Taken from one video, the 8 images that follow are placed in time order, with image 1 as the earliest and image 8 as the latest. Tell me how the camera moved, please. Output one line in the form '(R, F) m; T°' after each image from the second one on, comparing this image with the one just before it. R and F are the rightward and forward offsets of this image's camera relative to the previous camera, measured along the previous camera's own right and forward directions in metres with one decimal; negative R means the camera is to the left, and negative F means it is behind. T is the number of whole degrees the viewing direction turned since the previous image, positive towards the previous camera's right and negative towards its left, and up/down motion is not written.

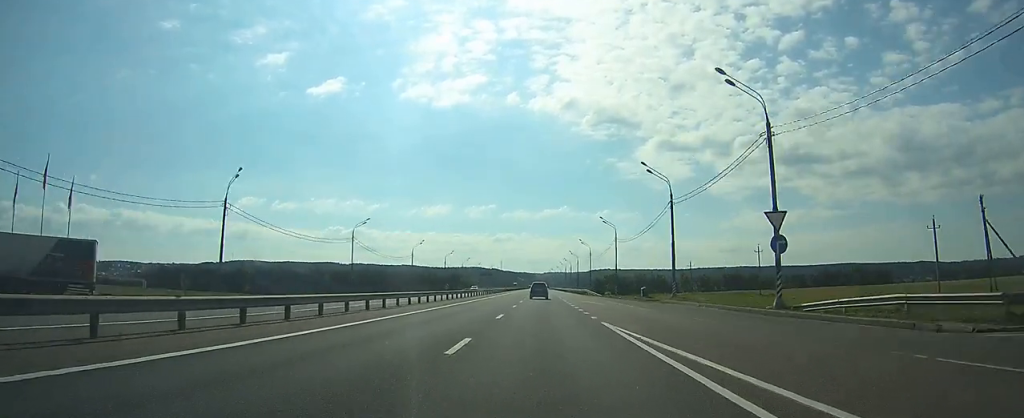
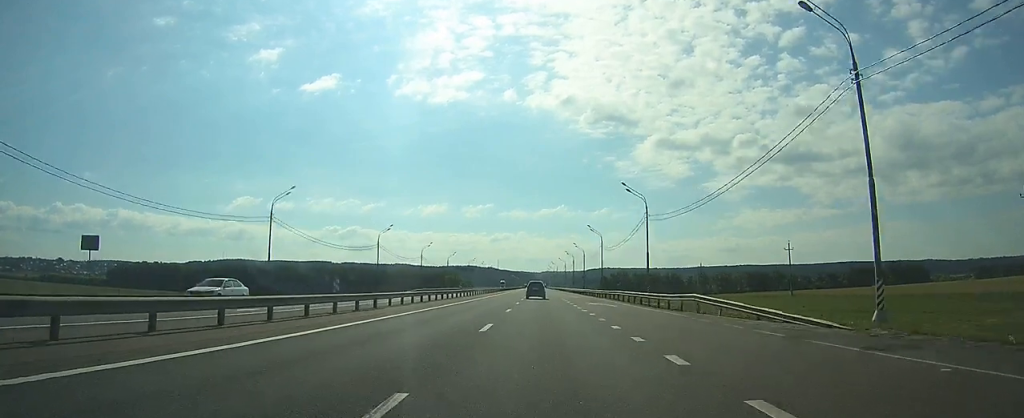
(-0.1, +66.2) m; 0°
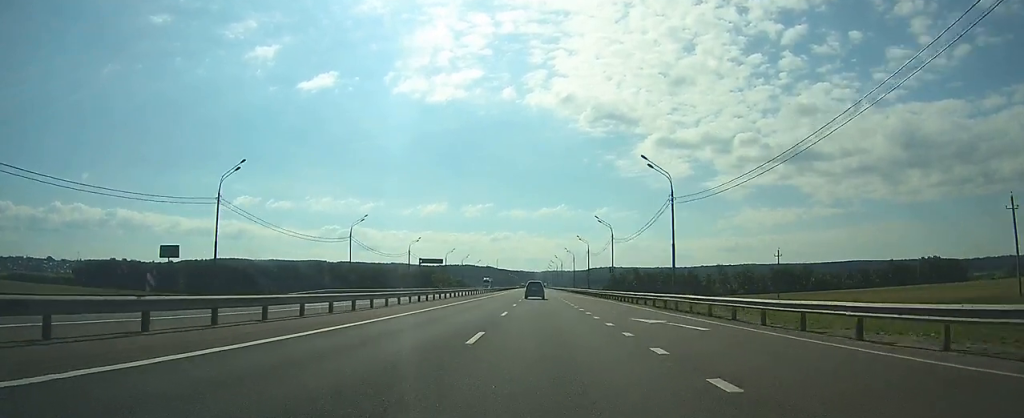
(+0.3, +50.2) m; 0°
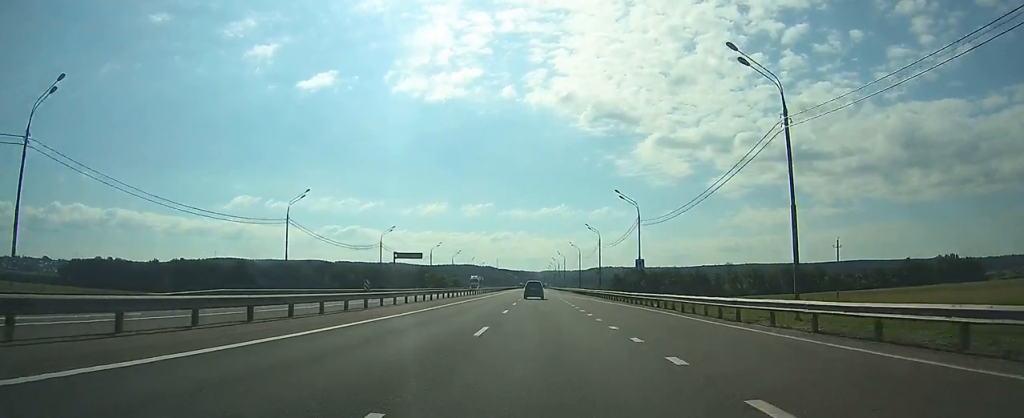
(-0.1, +21.4) m; 0°
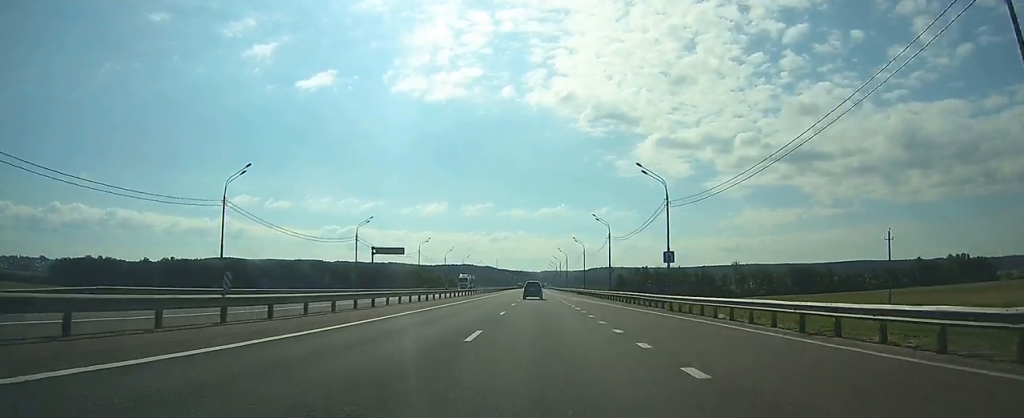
(0.0, +13.3) m; 0°
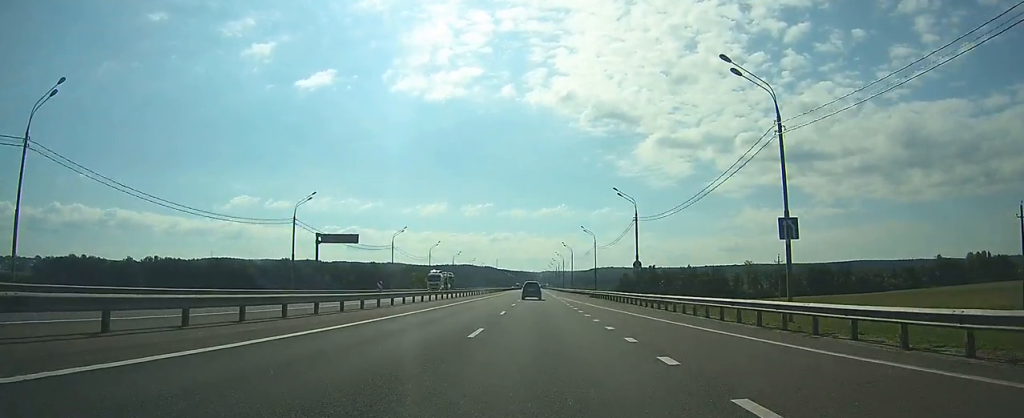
(0.0, +22.4) m; 0°
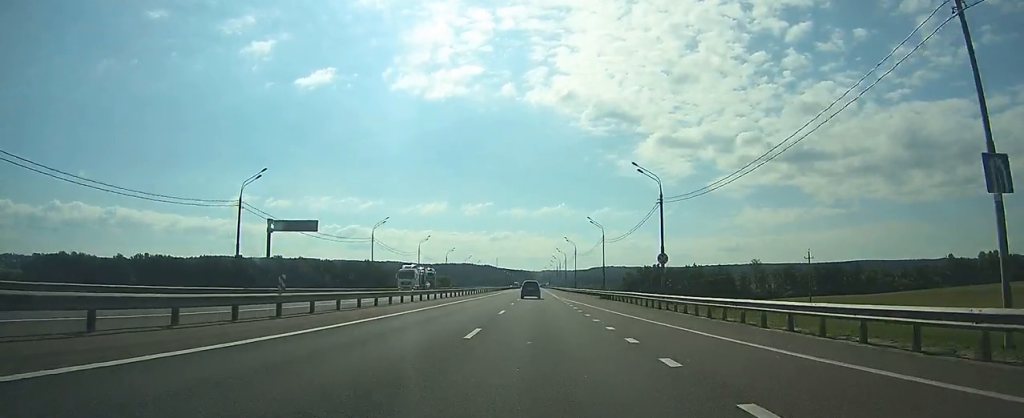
(0.0, +12.2) m; 0°
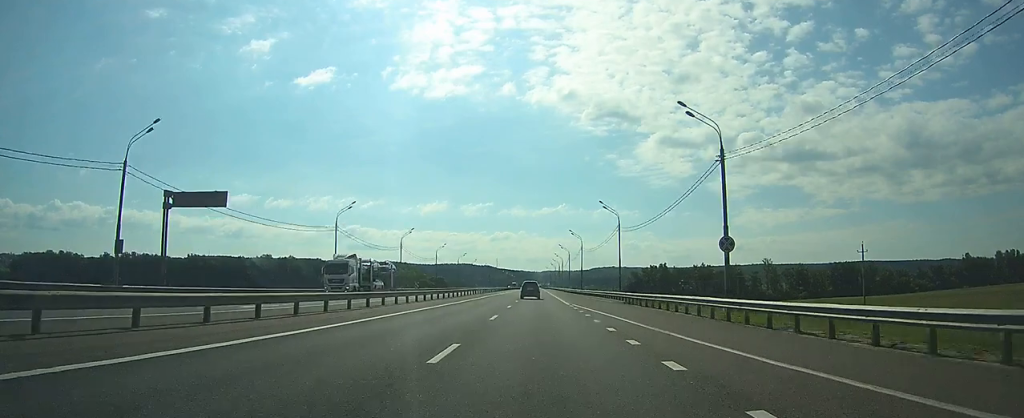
(0.0, +16.3) m; 0°
